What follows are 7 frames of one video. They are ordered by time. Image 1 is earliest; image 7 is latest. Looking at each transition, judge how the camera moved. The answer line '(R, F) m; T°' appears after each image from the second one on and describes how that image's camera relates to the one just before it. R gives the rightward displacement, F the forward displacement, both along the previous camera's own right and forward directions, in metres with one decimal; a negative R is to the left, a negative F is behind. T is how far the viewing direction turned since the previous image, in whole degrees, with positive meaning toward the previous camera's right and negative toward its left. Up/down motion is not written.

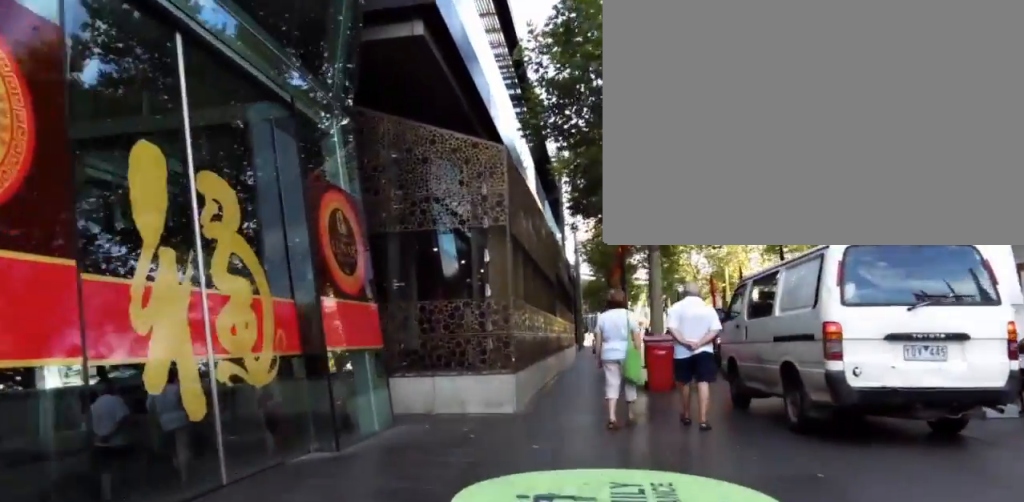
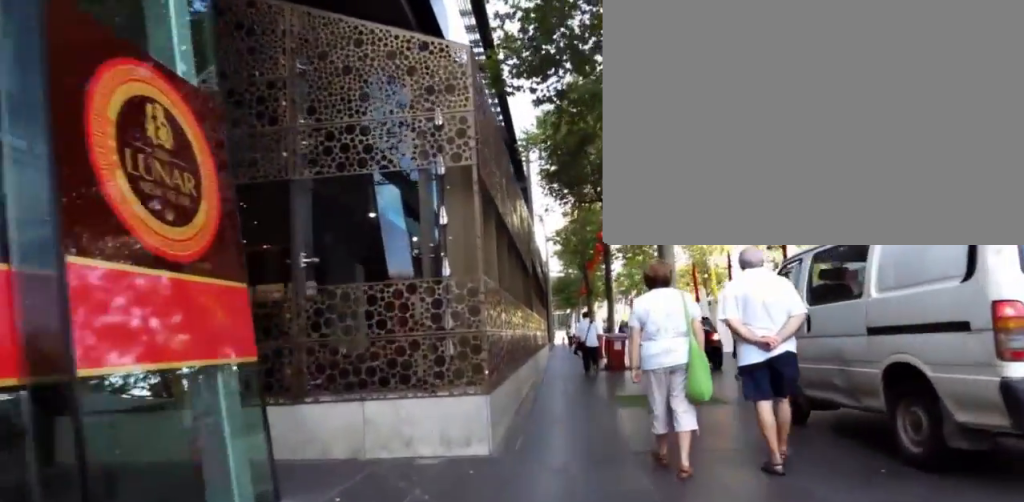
(-0.1, +2.8) m; +2°
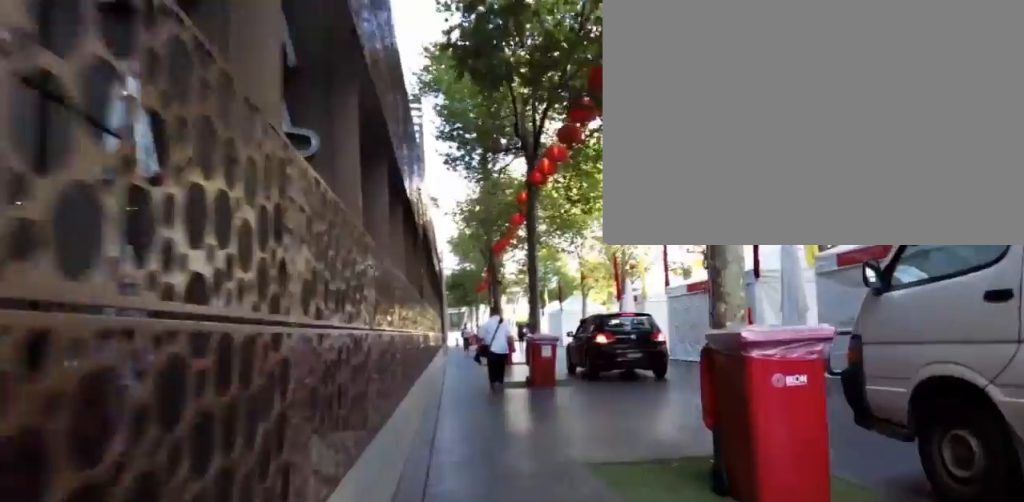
(+1.4, +4.8) m; +27°
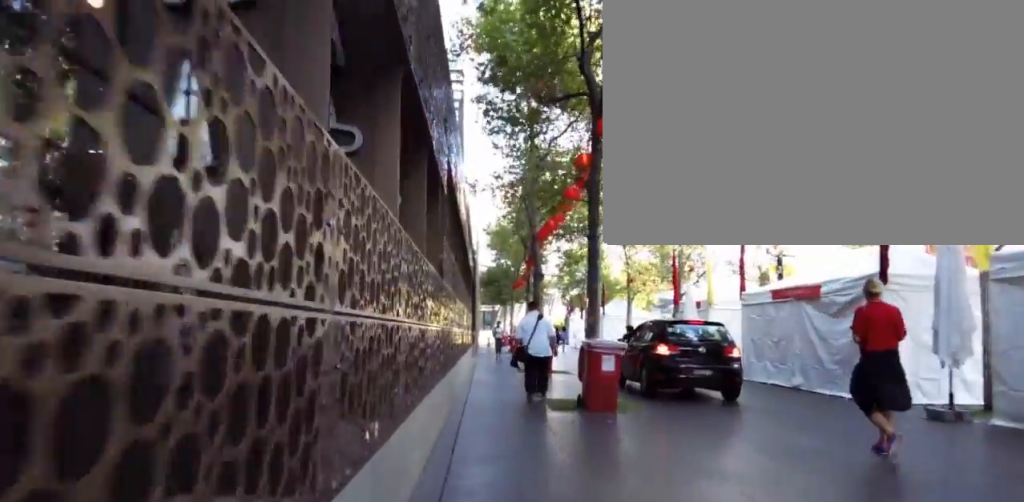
(+0.5, +2.9) m; -2°
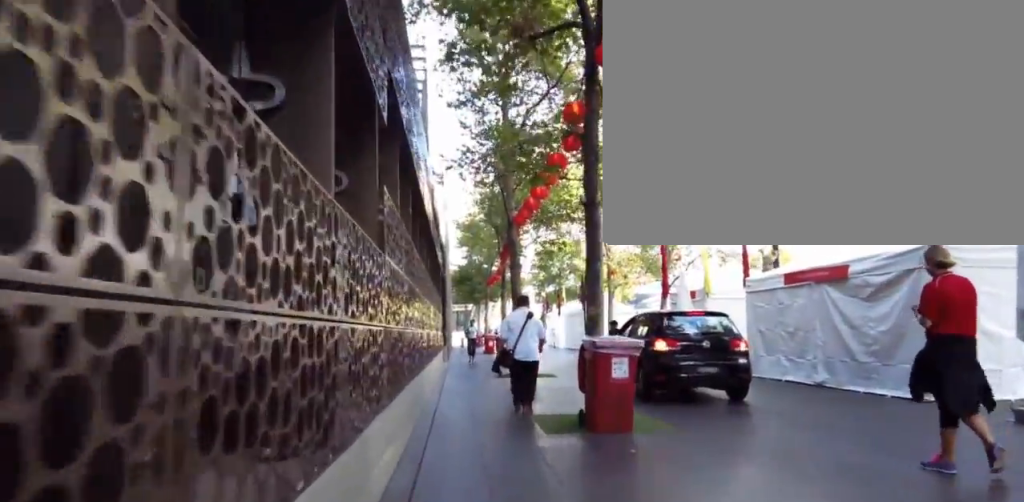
(-0.8, +2.0) m; -7°
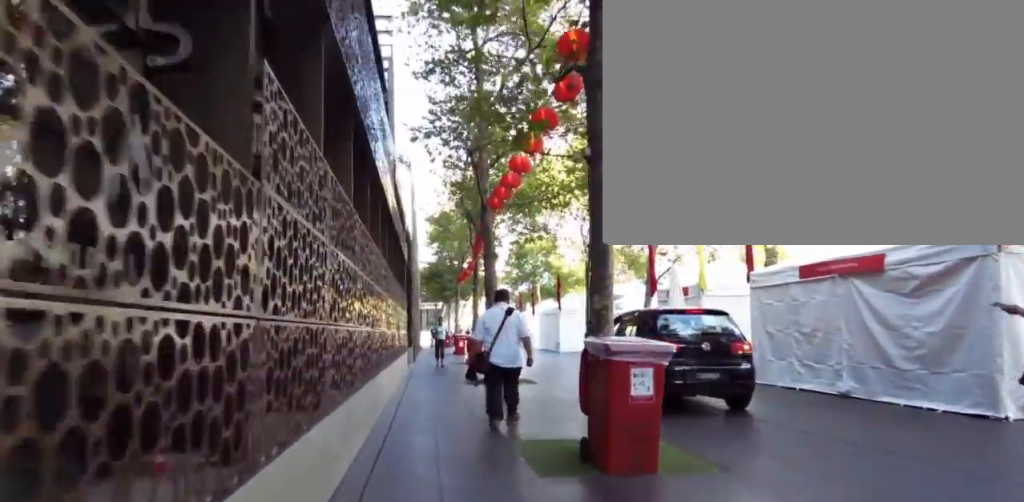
(+0.4, +1.8) m; -2°
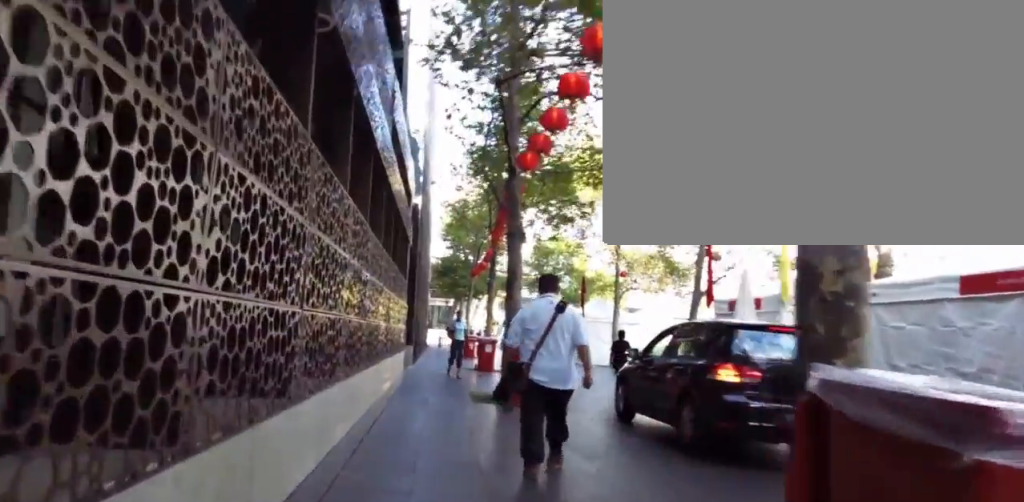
(-0.2, +3.1) m; -2°
